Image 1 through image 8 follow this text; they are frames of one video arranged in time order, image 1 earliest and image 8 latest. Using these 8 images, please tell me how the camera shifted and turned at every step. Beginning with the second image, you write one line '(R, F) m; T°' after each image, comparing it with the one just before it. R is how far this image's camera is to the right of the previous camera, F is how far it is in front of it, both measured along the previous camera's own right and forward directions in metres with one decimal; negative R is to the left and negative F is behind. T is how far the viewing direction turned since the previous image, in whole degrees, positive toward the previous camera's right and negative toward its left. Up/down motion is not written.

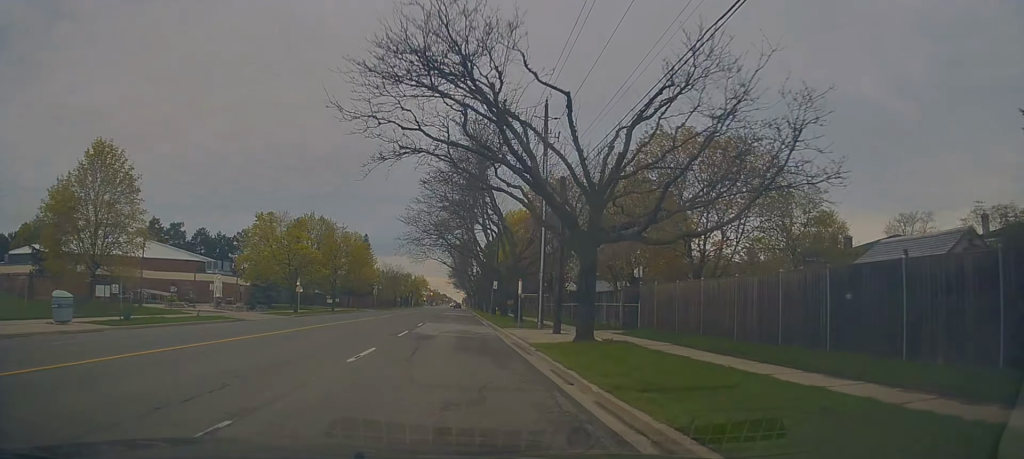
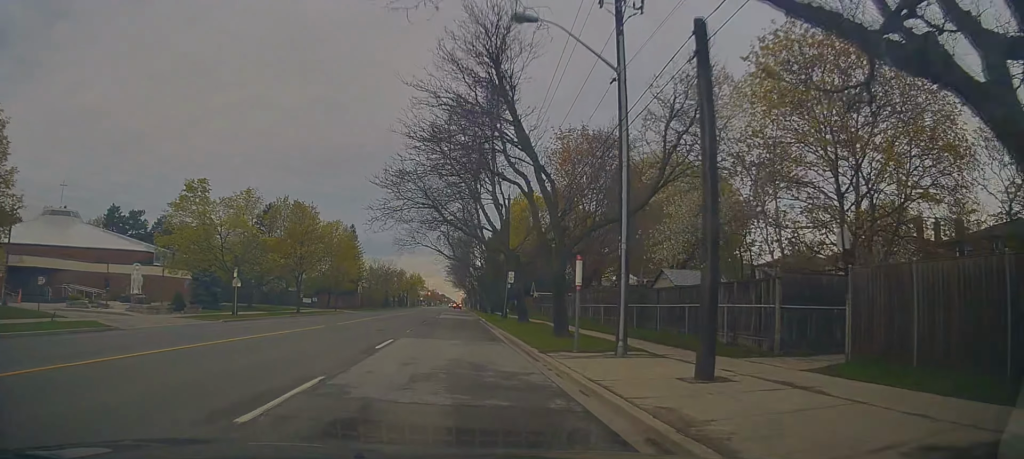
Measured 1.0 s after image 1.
(+0.2, +14.6) m; 0°
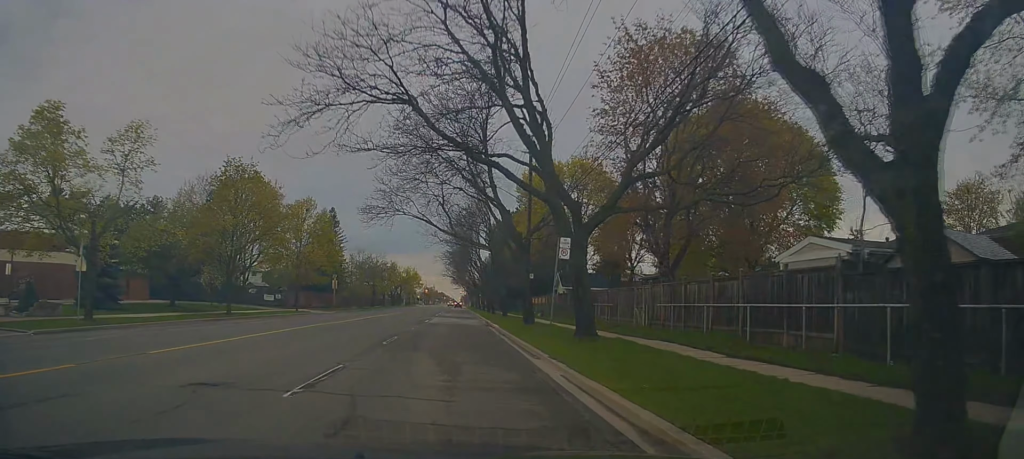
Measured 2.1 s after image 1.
(-0.1, +16.0) m; +1°
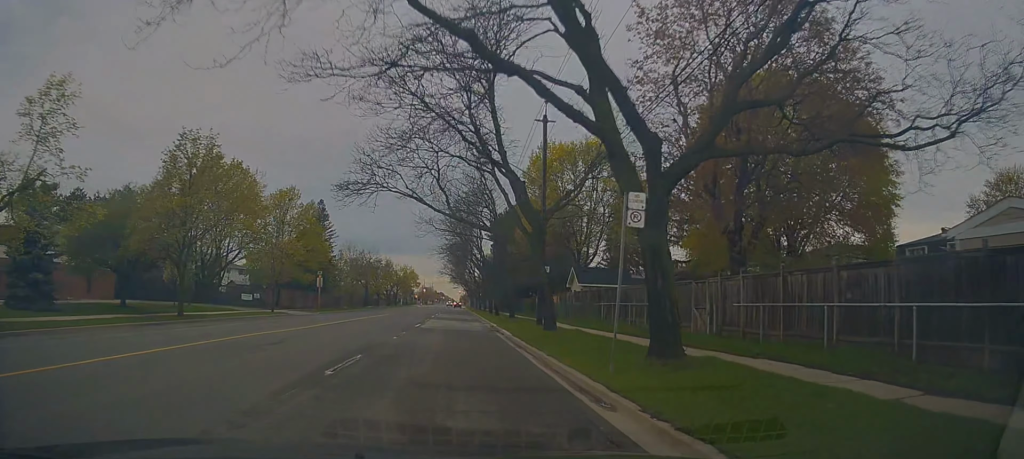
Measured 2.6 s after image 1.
(+0.2, +6.5) m; 0°
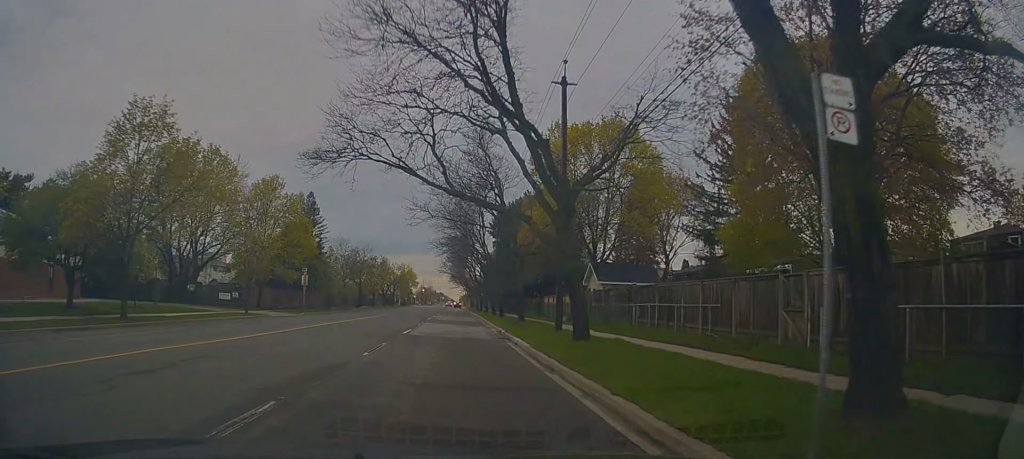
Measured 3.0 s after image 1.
(+0.1, +6.2) m; 0°
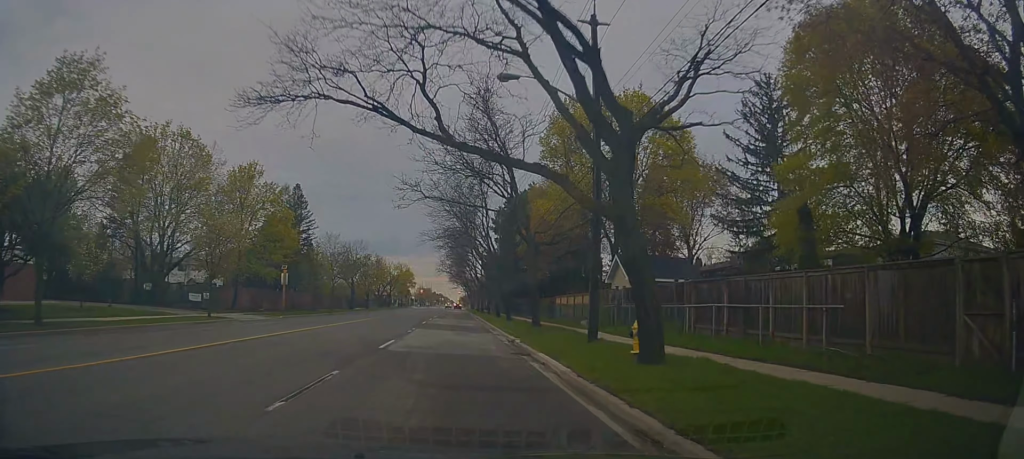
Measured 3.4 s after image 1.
(-0.1, +6.0) m; -1°
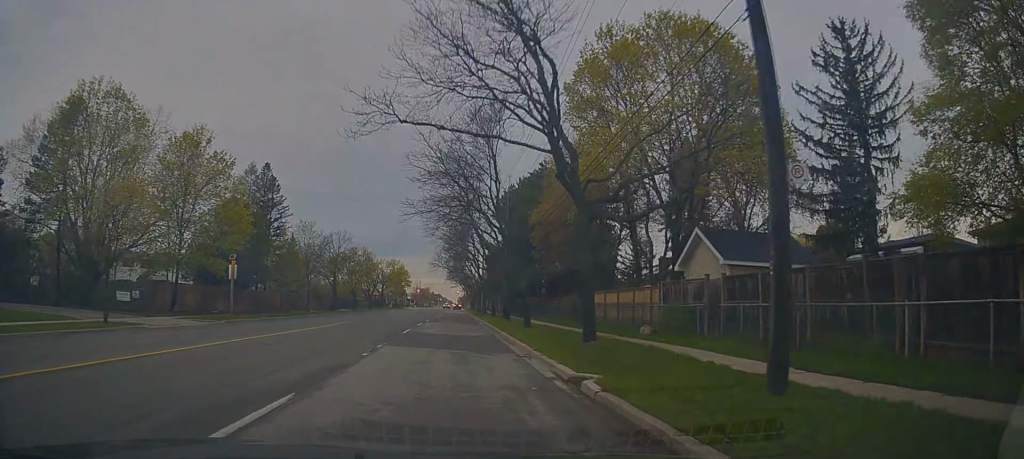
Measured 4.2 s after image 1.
(-0.1, +10.7) m; -1°
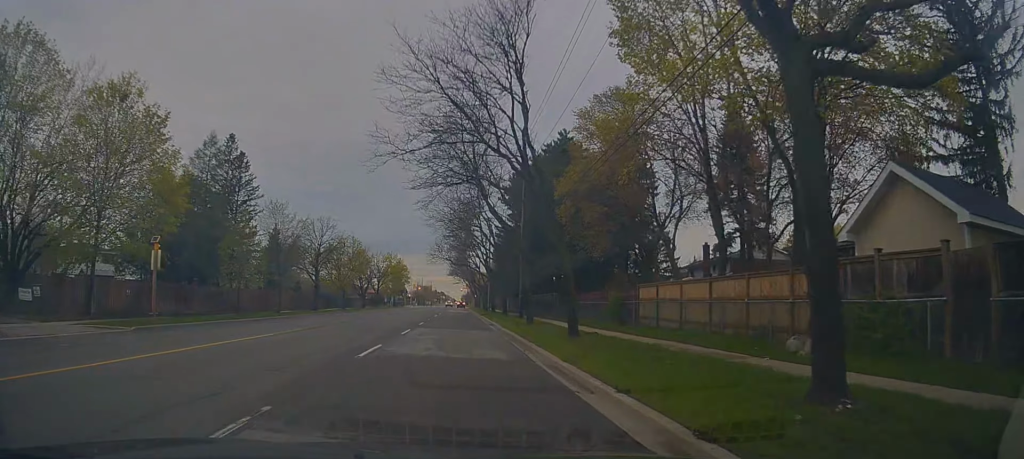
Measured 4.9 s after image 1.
(-0.1, +10.8) m; -1°
